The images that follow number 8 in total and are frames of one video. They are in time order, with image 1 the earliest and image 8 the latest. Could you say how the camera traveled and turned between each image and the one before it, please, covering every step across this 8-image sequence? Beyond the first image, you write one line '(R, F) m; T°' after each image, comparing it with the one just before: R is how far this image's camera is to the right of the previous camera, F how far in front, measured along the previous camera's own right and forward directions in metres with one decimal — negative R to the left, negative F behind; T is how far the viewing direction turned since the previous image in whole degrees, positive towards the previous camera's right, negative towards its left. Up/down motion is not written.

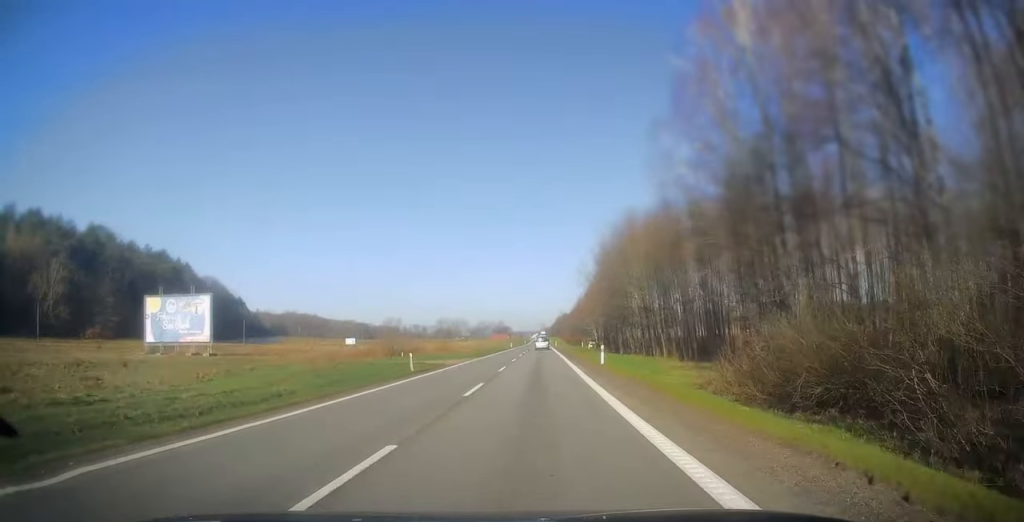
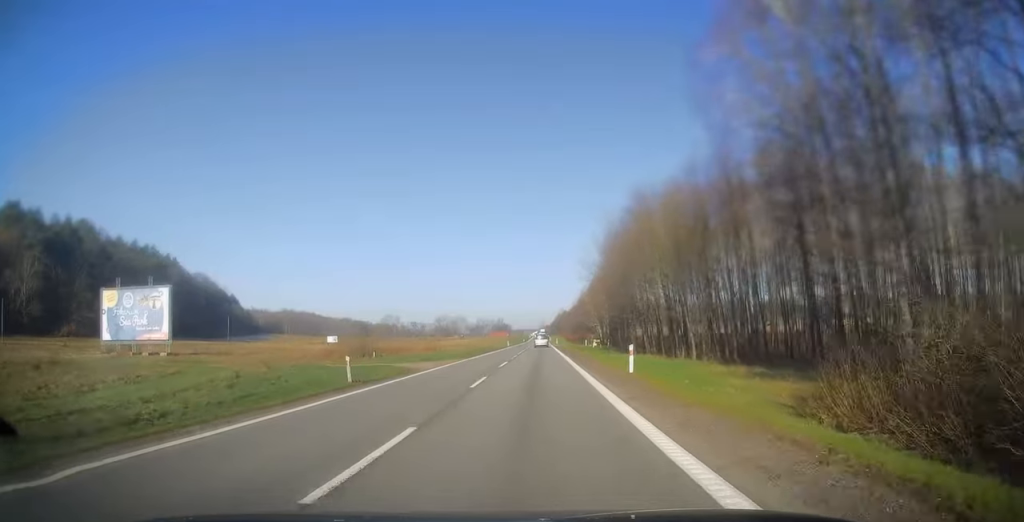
(0.0, +10.2) m; 0°
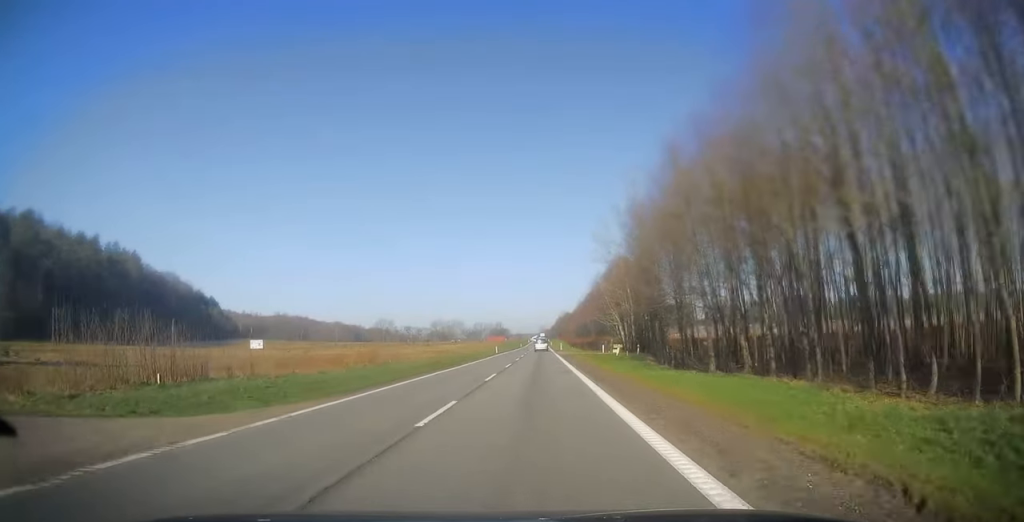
(-0.1, +30.1) m; 0°
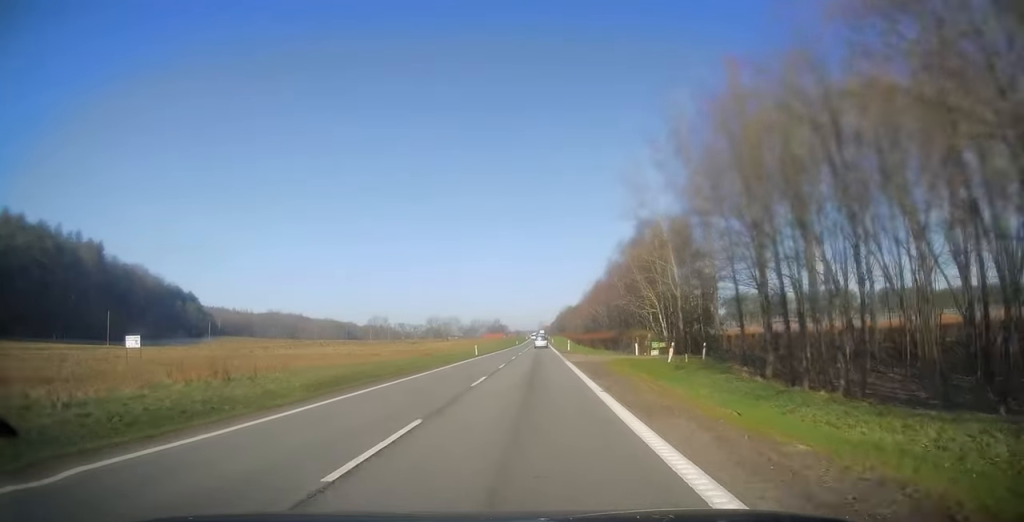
(0.0, +26.8) m; 0°
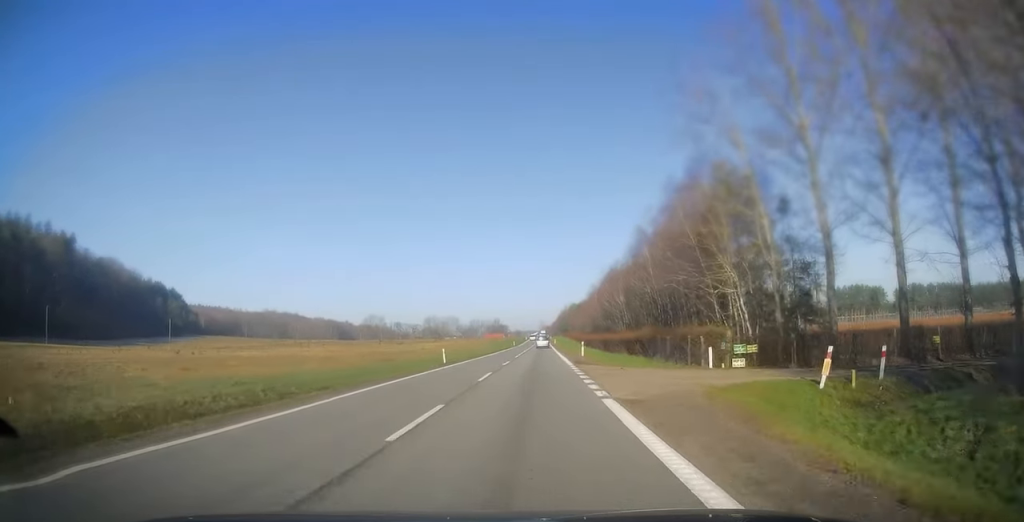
(0.0, +20.7) m; 0°
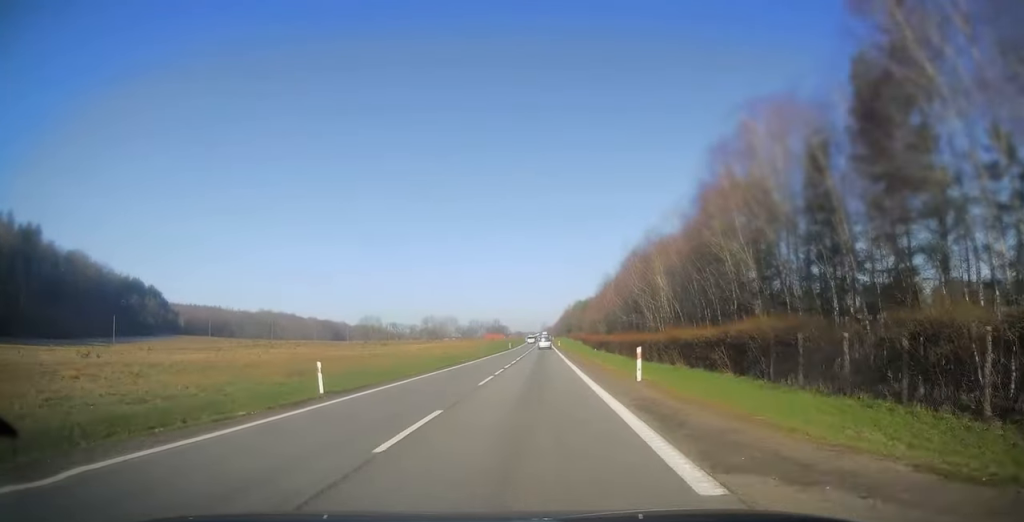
(0.0, +23.3) m; 0°
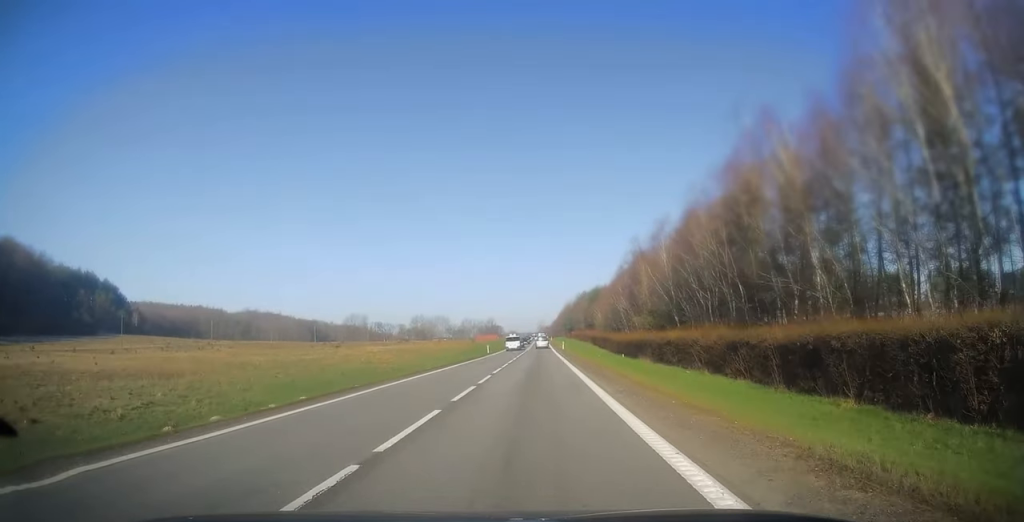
(0.0, +36.4) m; 0°
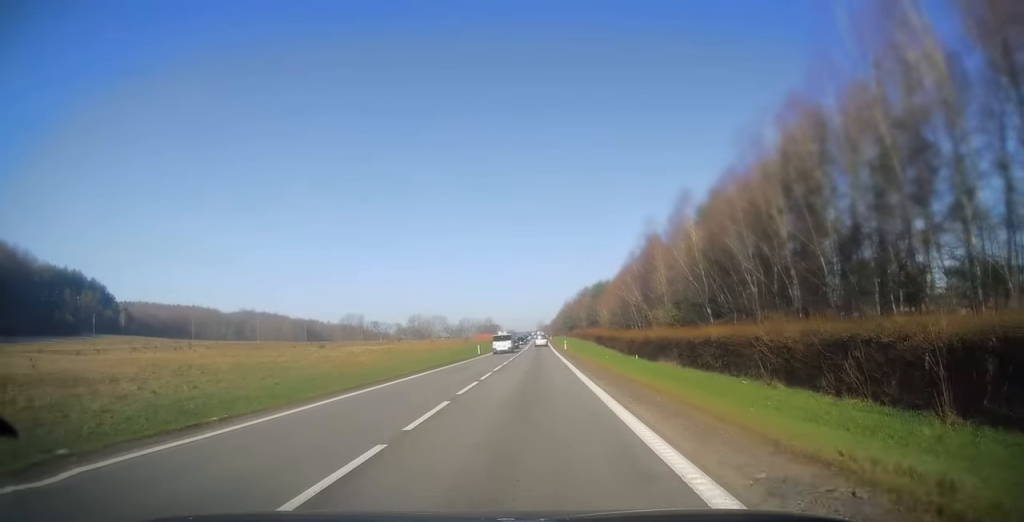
(0.0, +8.8) m; 0°
